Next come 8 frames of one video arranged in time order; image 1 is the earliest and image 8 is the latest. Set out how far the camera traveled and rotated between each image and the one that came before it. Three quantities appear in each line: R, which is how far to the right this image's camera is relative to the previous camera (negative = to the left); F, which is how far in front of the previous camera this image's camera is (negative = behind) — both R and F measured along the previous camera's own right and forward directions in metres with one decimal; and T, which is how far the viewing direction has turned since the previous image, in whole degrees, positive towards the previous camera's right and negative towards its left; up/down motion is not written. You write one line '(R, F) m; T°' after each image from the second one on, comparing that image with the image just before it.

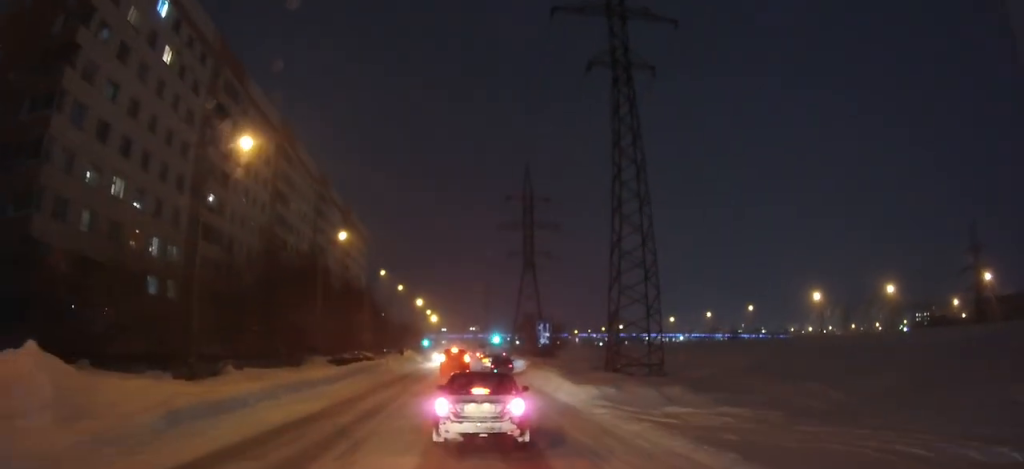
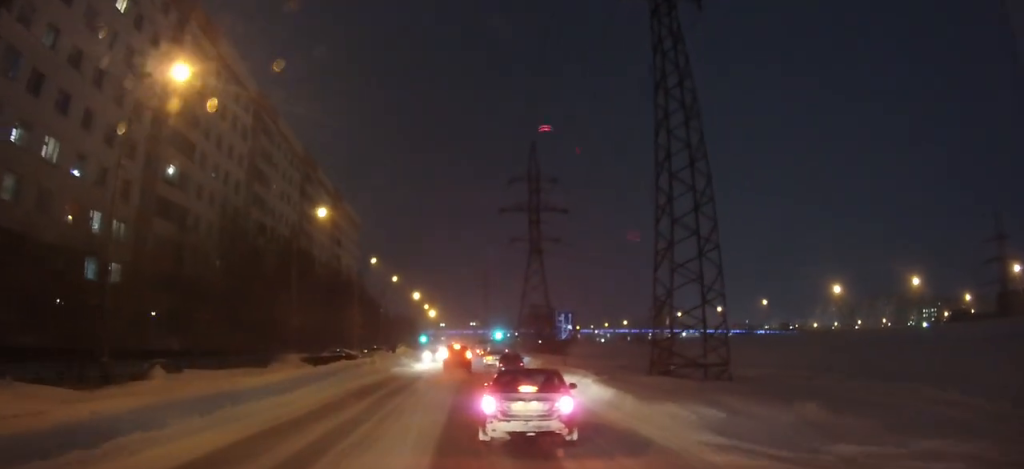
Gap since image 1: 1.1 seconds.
(+0.1, +8.8) m; +1°
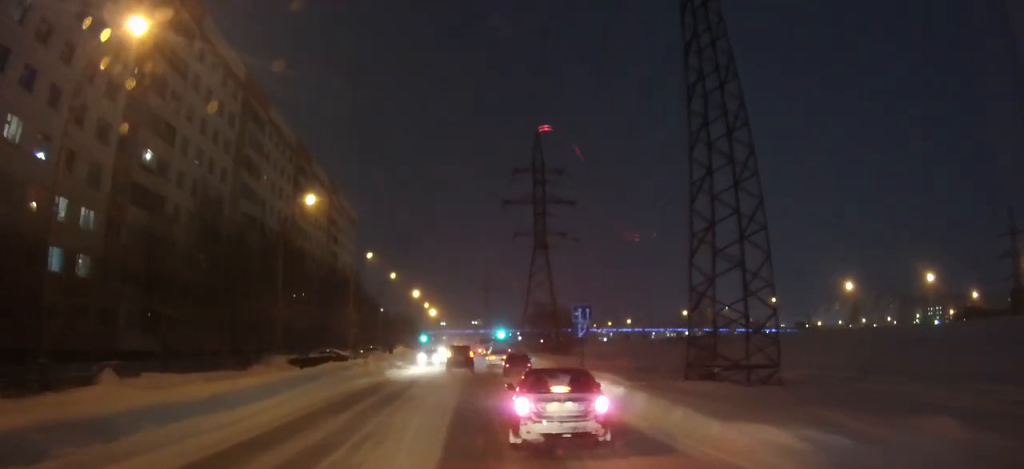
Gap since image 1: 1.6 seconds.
(0.0, +4.5) m; 0°
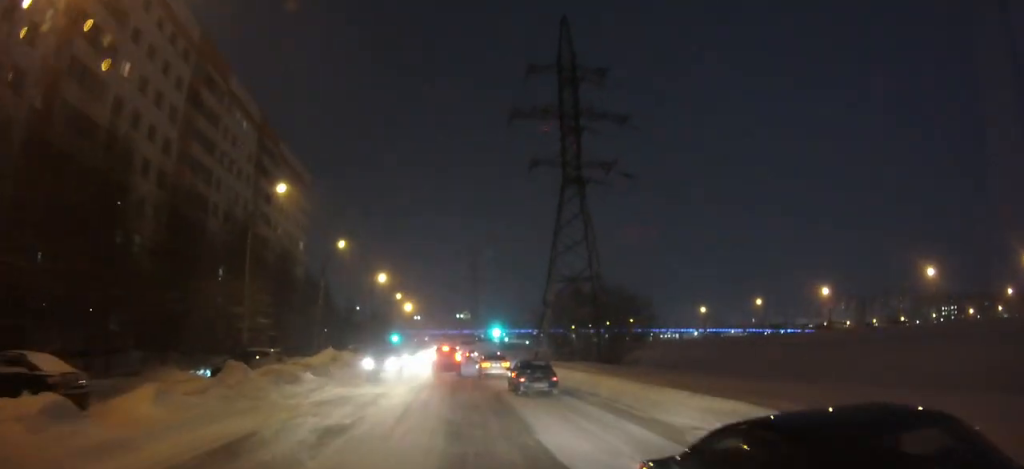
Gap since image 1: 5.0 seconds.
(+0.5, +31.4) m; +2°
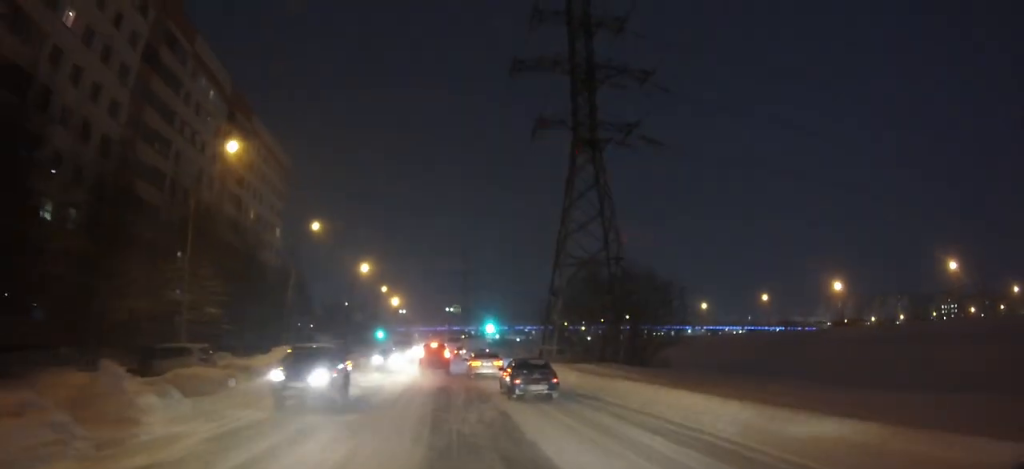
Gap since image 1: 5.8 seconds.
(0.0, +8.0) m; 0°
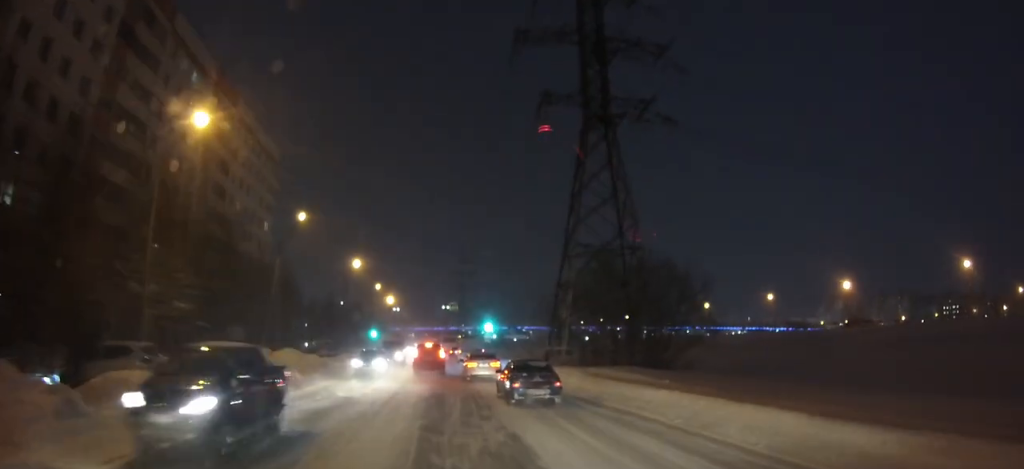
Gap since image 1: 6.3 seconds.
(0.0, +4.1) m; 0°
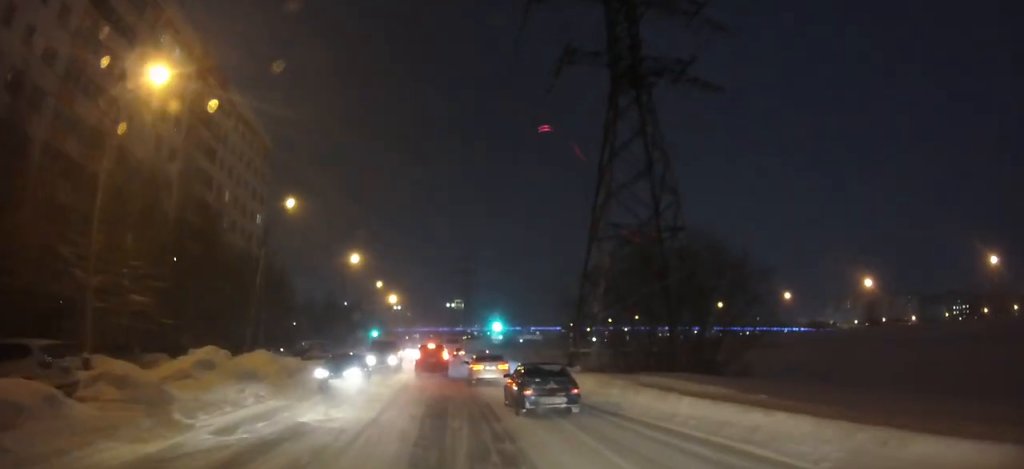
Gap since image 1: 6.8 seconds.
(0.0, +5.2) m; -1°
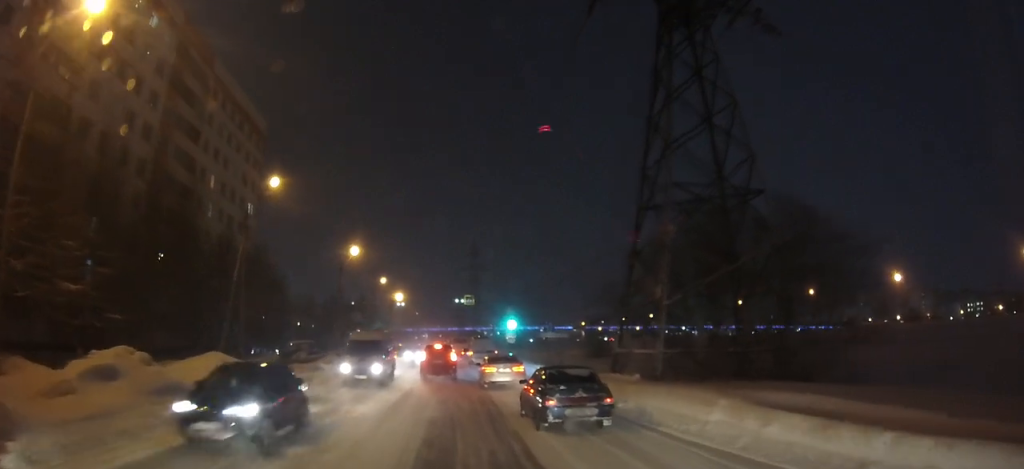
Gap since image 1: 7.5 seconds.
(0.0, +6.3) m; -1°
